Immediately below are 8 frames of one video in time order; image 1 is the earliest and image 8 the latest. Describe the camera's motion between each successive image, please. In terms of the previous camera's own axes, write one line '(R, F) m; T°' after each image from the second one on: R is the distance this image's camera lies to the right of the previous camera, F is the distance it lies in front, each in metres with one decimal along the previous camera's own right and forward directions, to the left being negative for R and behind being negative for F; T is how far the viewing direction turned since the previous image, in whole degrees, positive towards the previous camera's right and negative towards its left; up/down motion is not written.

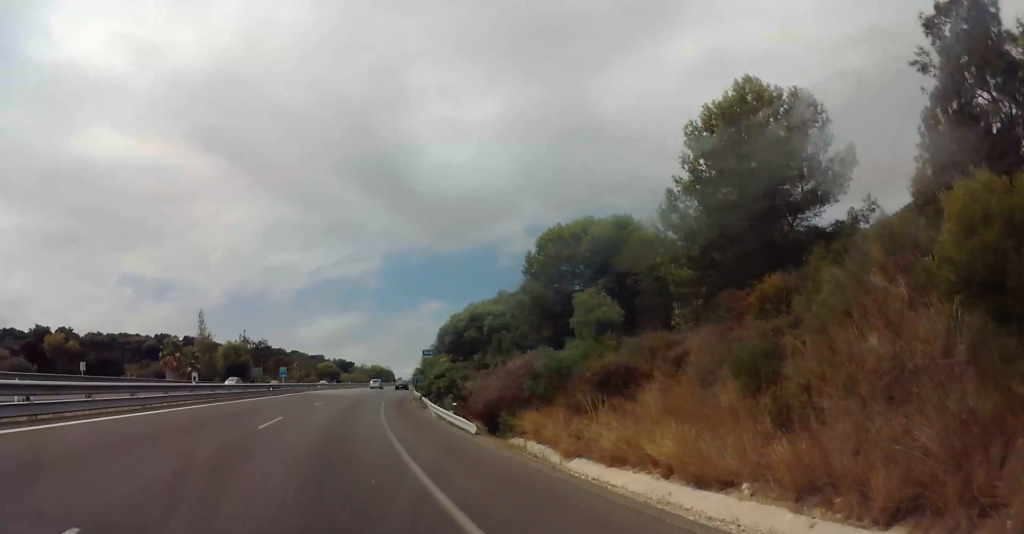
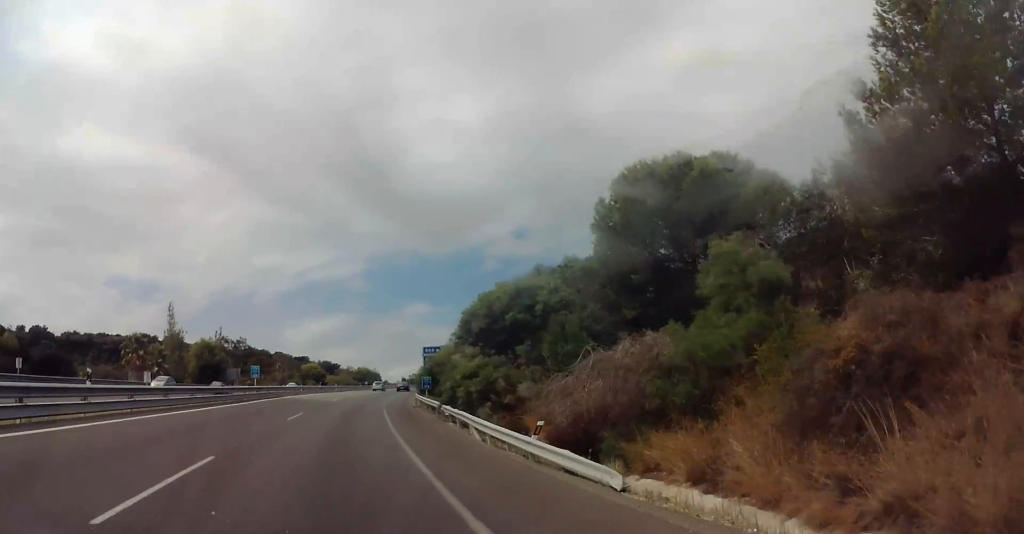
(+0.1, +12.1) m; +1°
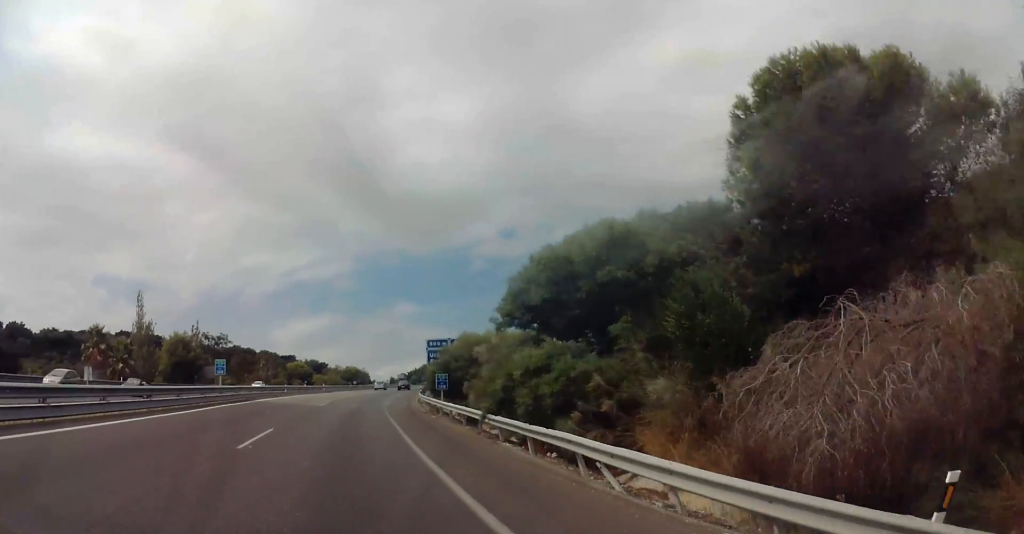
(+0.1, +11.1) m; 0°
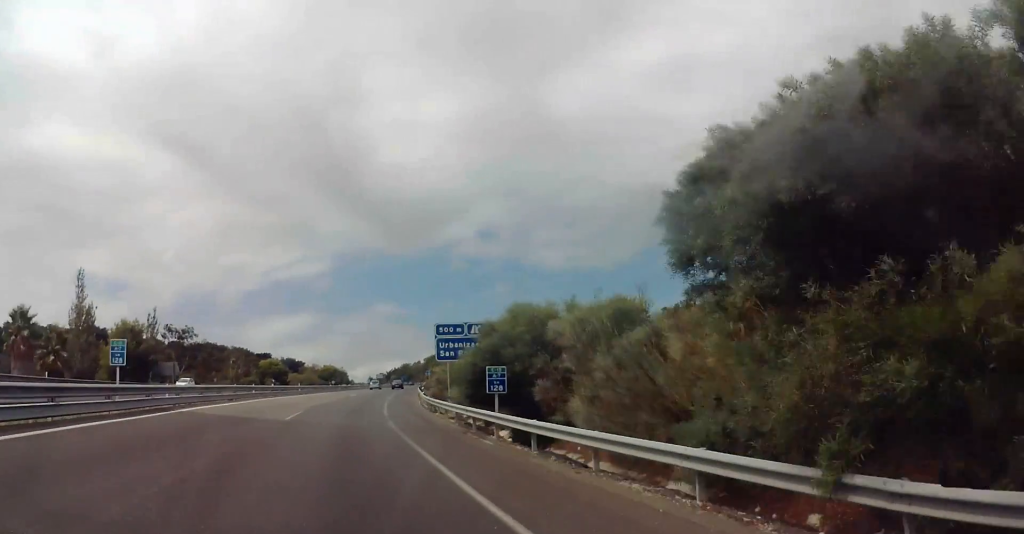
(0.0, +15.8) m; +3°
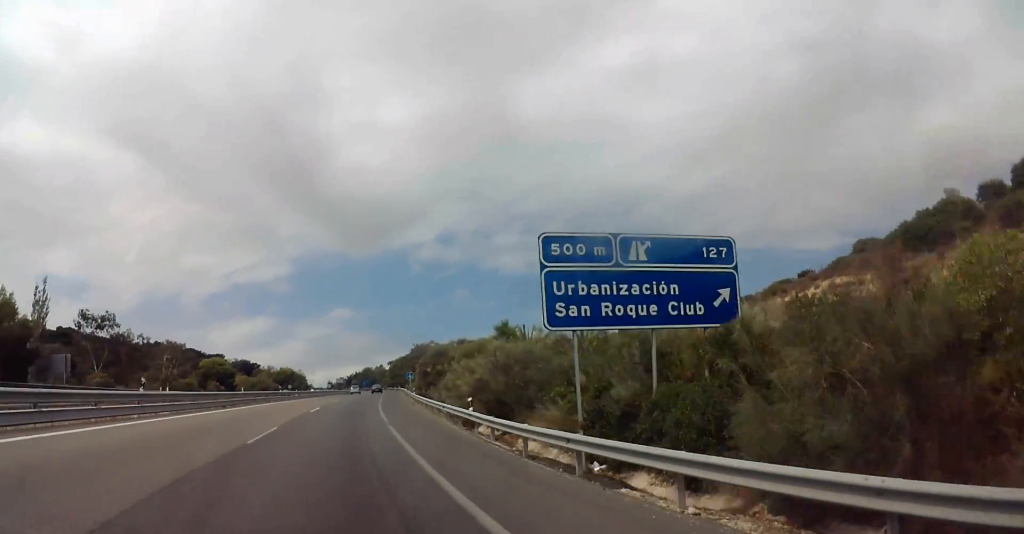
(+1.8, +27.8) m; +6°
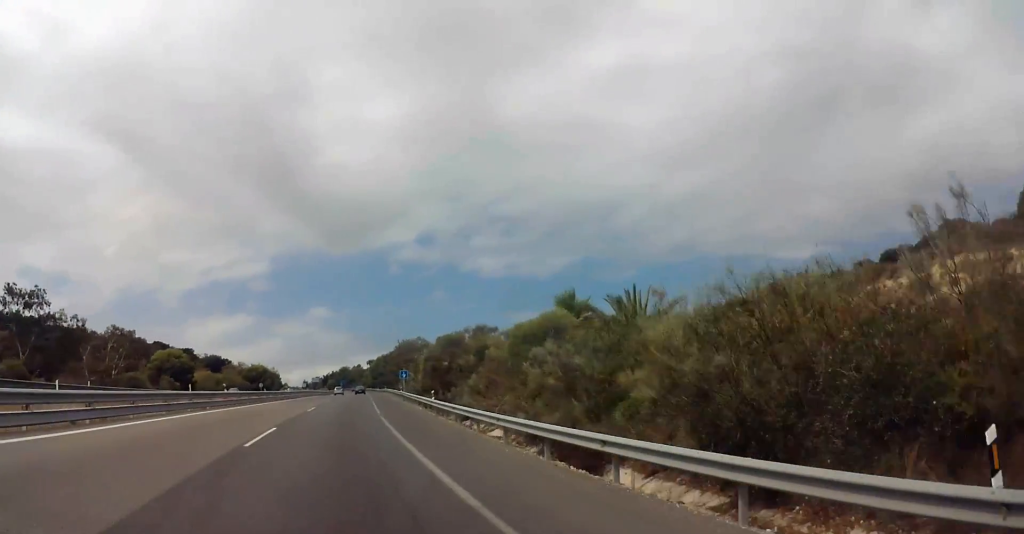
(+0.4, +20.5) m; +1°
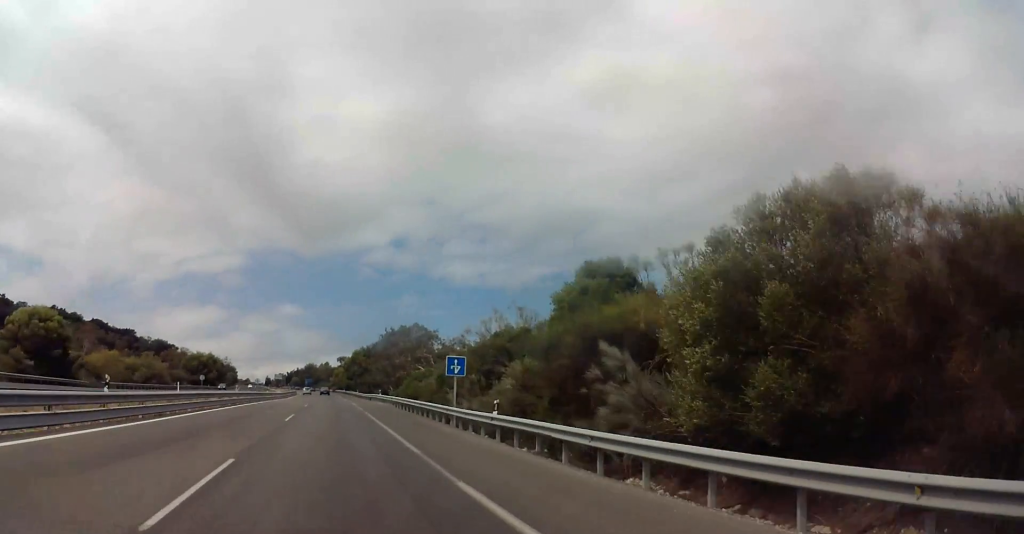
(+0.8, +46.8) m; +2°
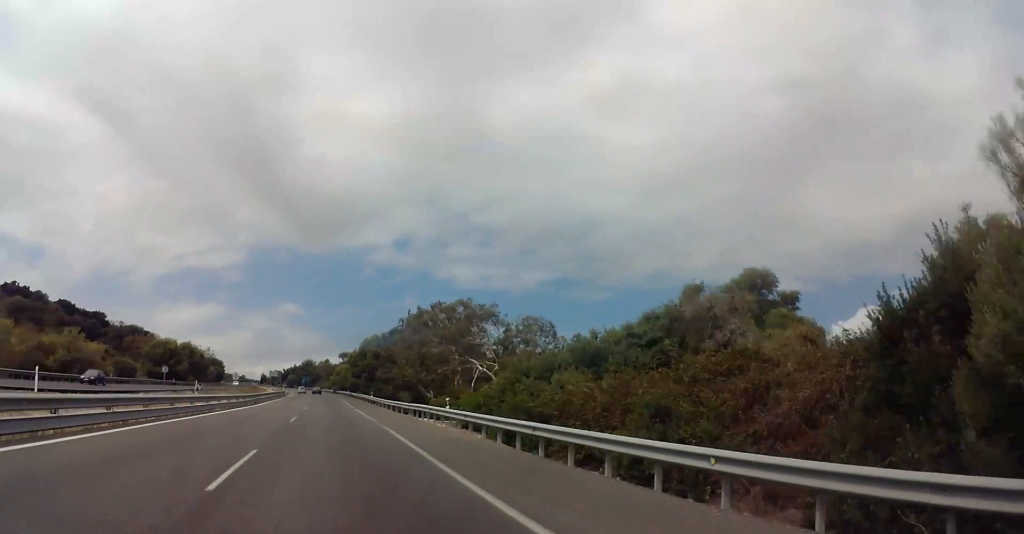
(-0.4, +35.7) m; -1°
